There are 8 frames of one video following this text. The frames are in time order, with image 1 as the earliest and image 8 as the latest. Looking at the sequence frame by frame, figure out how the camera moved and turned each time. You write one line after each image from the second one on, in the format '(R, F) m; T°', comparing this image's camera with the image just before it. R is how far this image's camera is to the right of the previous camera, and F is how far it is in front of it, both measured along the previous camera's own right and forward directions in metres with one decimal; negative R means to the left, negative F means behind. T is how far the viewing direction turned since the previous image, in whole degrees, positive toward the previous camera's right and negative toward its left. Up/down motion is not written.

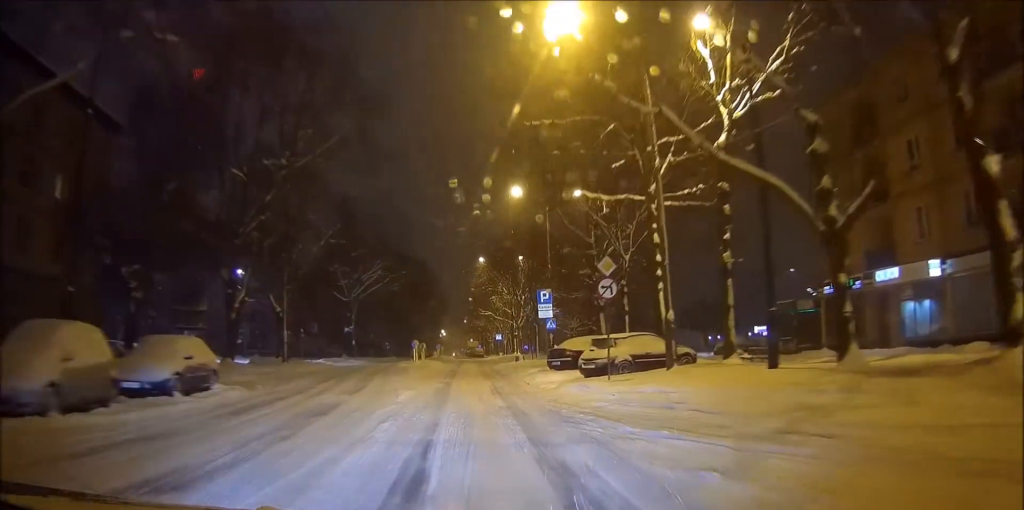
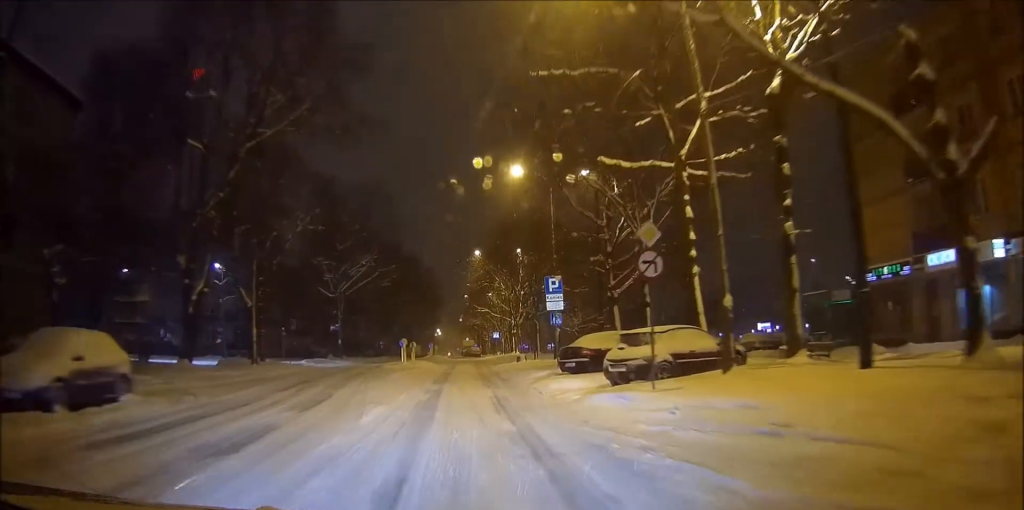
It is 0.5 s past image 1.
(0.0, +5.4) m; 0°
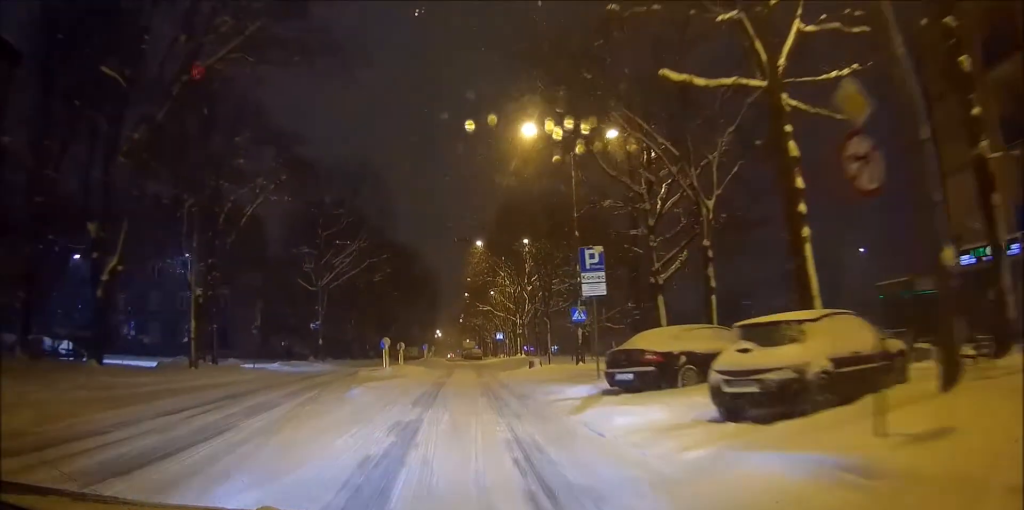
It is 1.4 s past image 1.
(0.0, +8.5) m; -1°
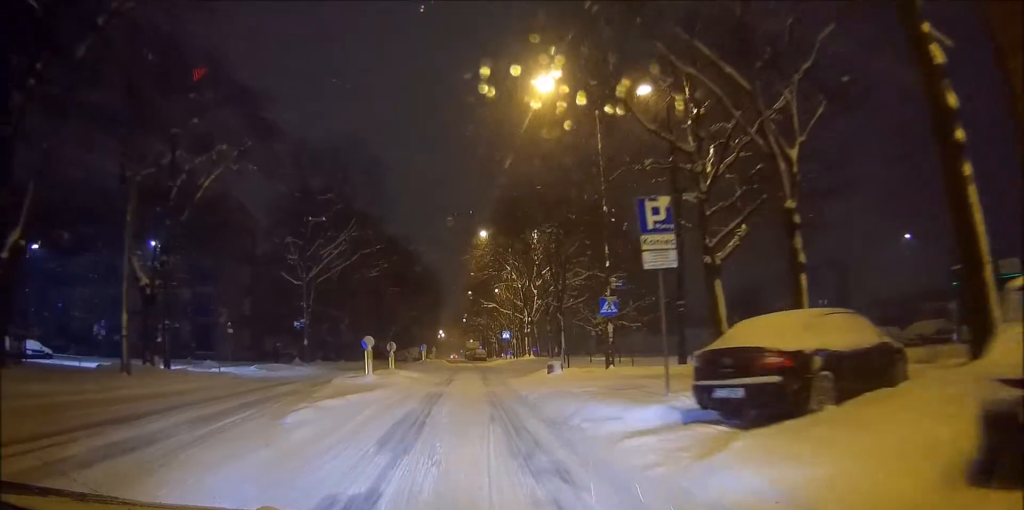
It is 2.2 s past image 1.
(0.0, +6.2) m; -1°
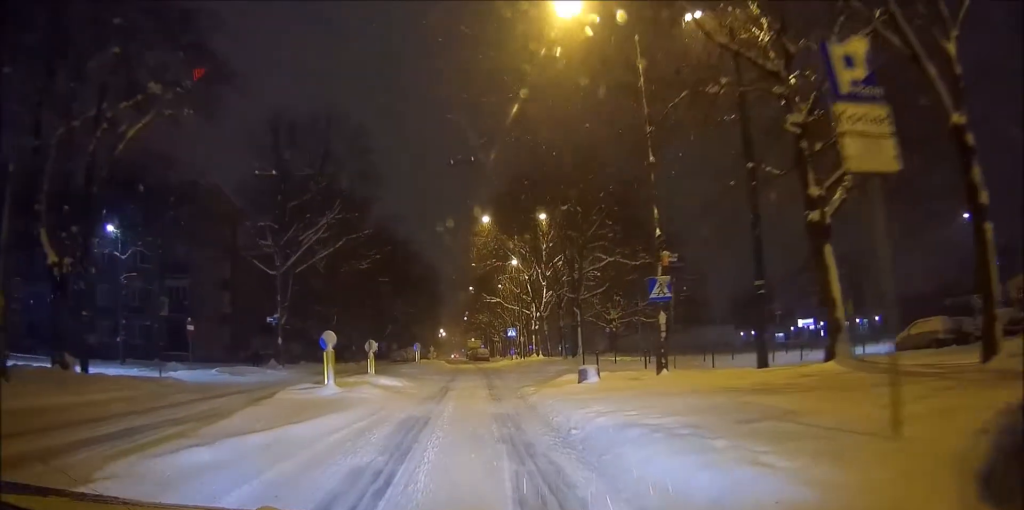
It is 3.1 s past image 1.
(-0.1, +7.1) m; -1°
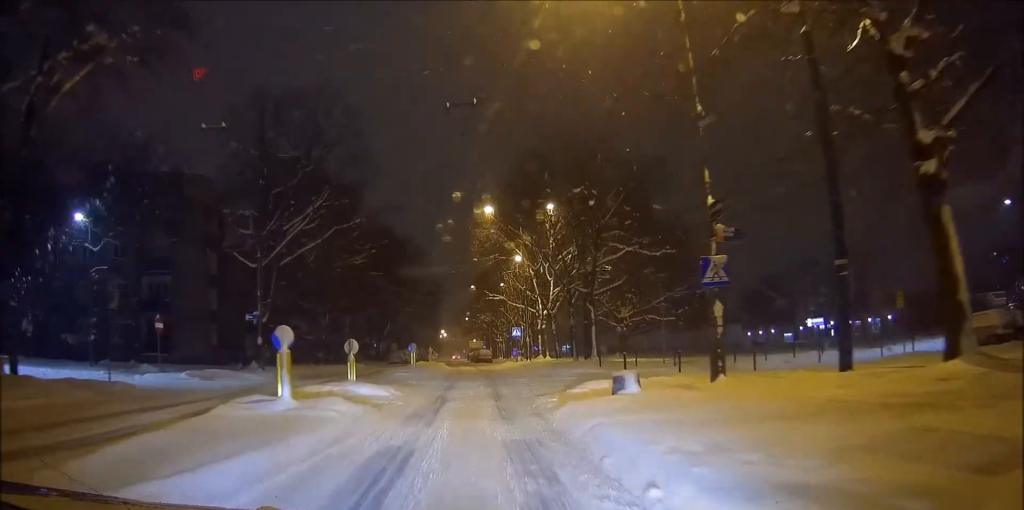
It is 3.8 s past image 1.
(+0.1, +4.3) m; 0°
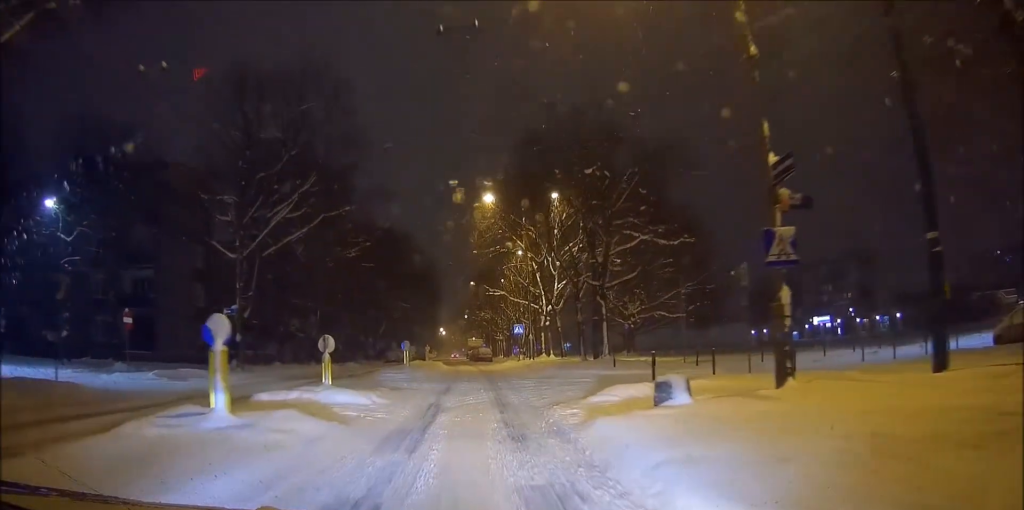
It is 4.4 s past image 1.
(0.0, +3.3) m; +1°
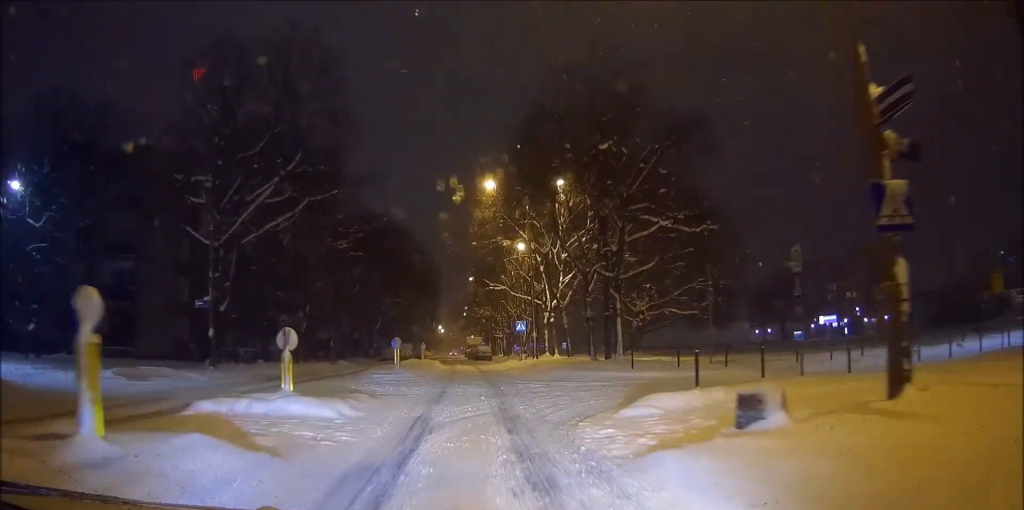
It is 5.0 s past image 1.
(-0.1, +3.6) m; +1°
